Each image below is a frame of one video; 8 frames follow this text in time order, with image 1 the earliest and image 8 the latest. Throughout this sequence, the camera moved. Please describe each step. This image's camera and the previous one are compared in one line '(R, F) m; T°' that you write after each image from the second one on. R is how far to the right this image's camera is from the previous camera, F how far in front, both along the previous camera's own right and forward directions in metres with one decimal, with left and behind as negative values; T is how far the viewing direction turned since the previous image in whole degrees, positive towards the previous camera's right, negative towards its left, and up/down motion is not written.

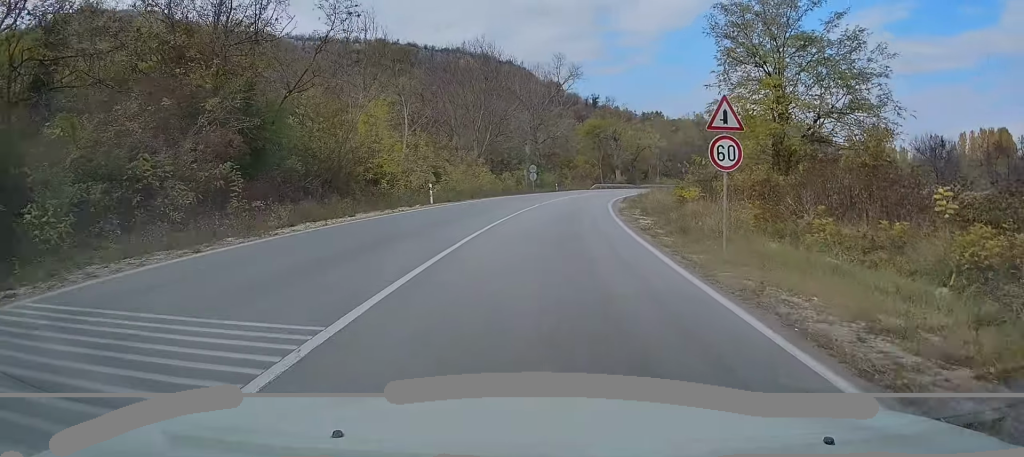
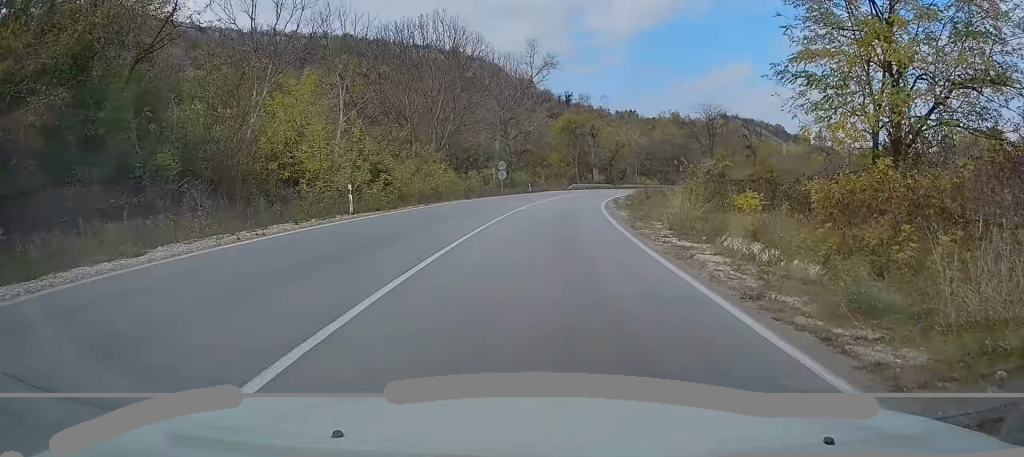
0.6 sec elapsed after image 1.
(+0.2, +10.6) m; +2°
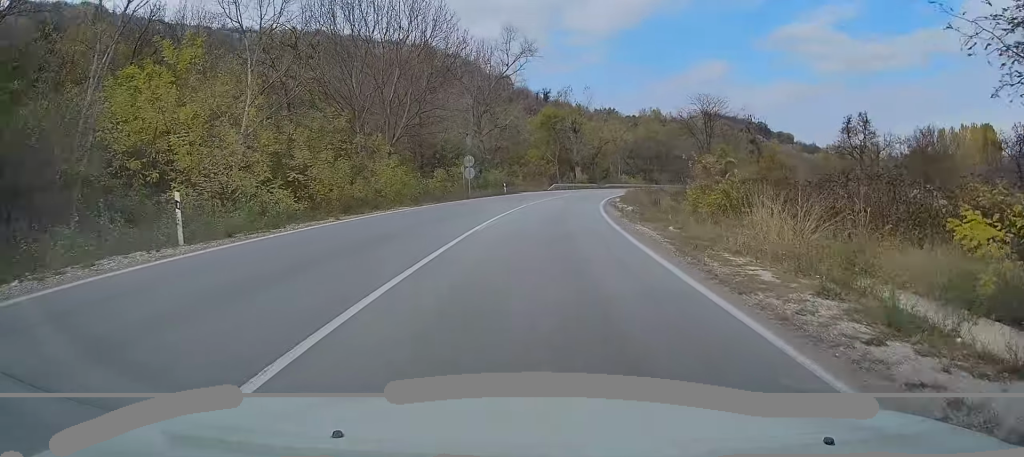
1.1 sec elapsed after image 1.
(0.0, +10.6) m; +2°
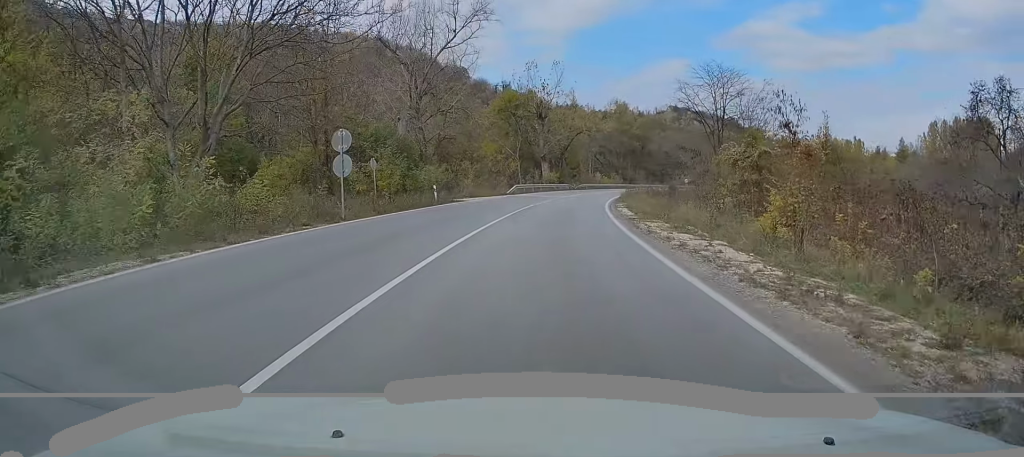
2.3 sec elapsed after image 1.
(+1.1, +22.0) m; +5°
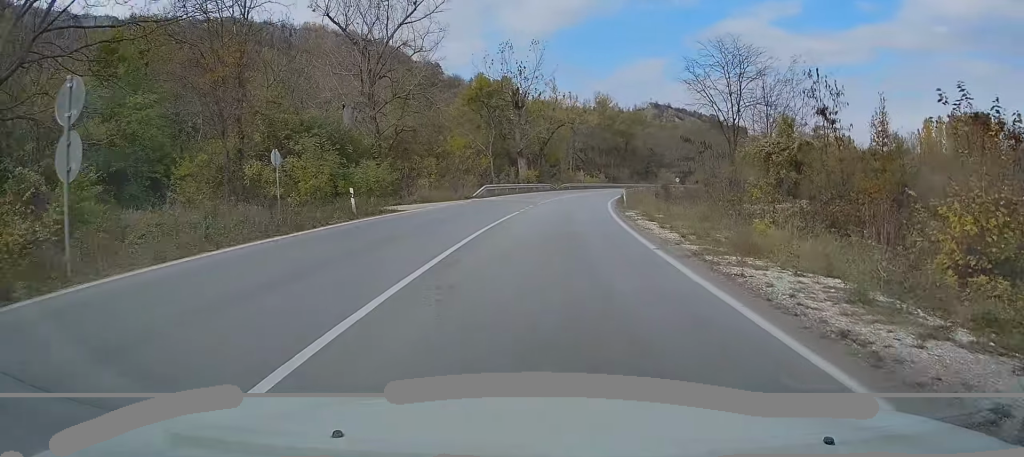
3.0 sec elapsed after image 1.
(+0.2, +12.1) m; +2°
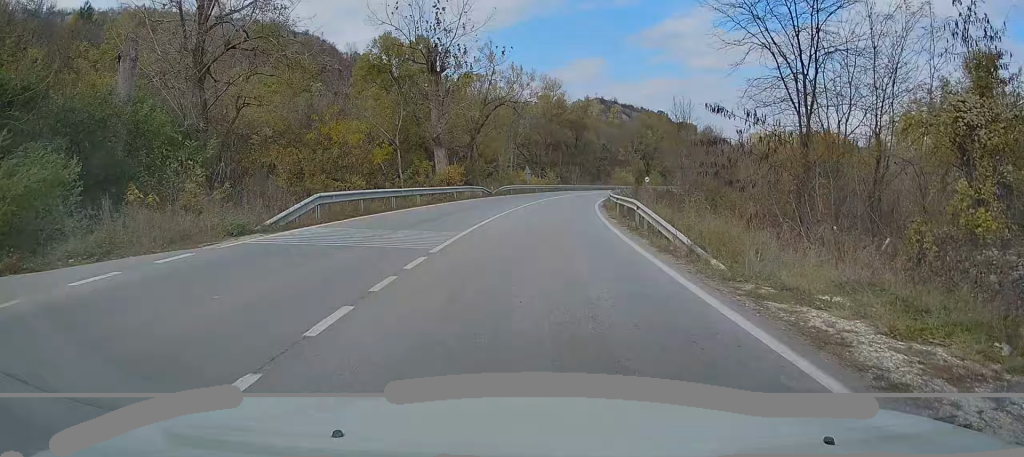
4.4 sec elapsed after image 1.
(+1.2, +24.7) m; +6°
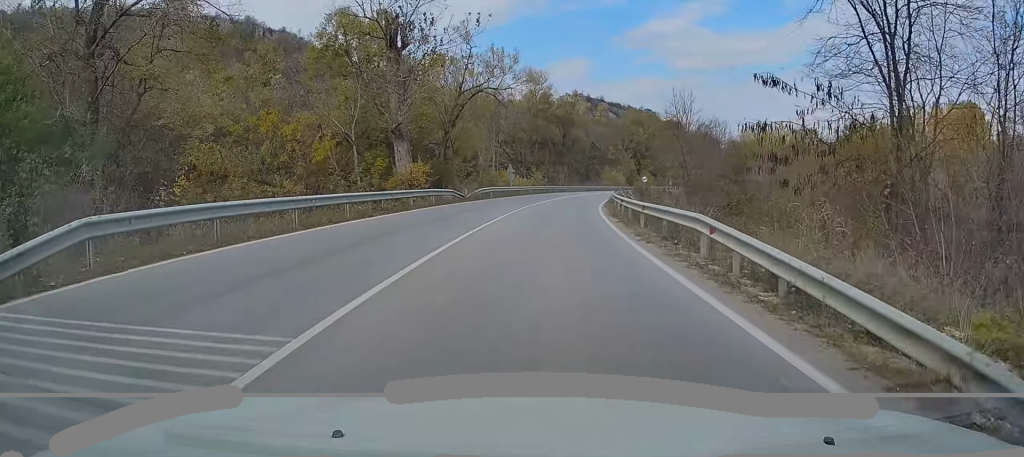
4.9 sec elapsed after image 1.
(+0.2, +9.7) m; +2°
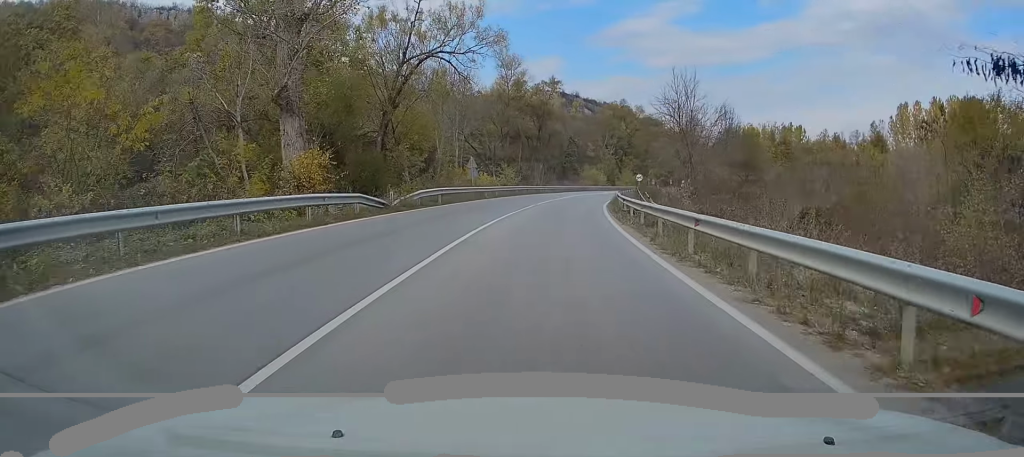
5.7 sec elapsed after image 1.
(+0.5, +15.1) m; +3°
